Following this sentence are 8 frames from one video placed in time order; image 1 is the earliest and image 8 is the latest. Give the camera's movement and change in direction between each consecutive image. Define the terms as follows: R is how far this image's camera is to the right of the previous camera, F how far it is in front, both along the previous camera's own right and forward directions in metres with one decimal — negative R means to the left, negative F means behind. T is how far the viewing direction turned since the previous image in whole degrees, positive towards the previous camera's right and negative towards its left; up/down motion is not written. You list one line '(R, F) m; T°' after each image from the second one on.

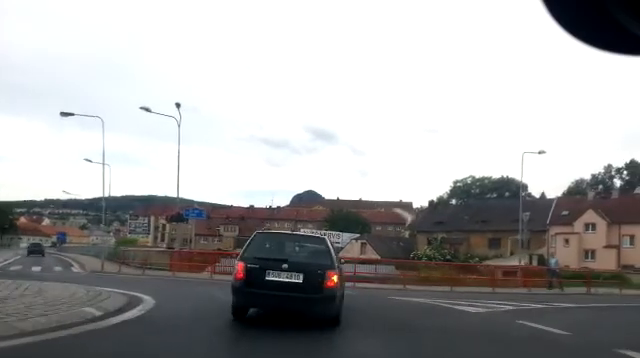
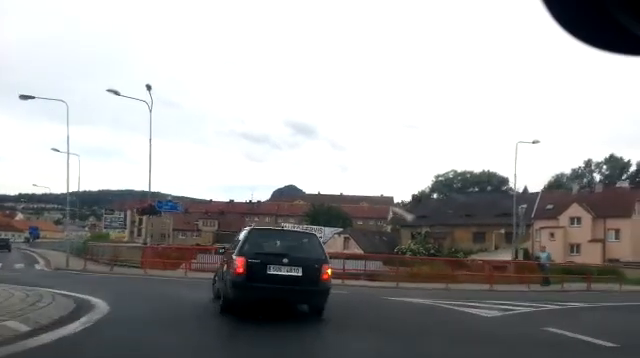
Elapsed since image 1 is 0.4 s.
(0.0, +1.3) m; +1°
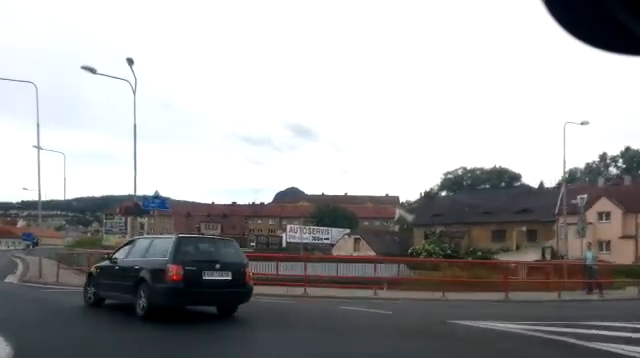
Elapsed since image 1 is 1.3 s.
(0.0, +3.1) m; -1°
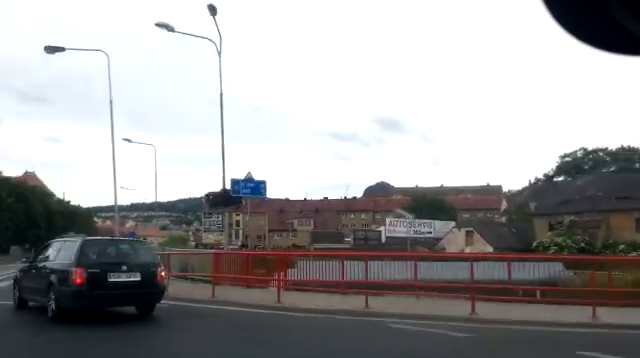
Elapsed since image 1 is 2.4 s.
(-0.1, +4.3) m; -6°
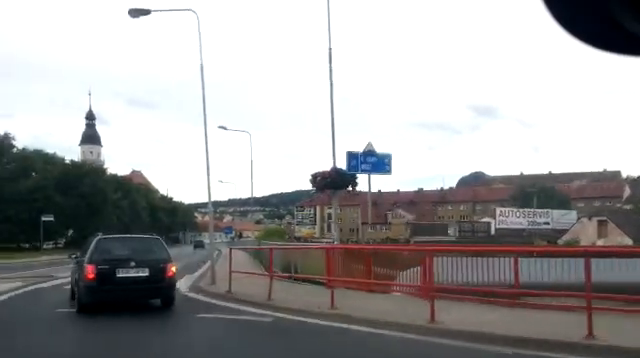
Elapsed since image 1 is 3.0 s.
(+0.1, +3.1) m; -7°
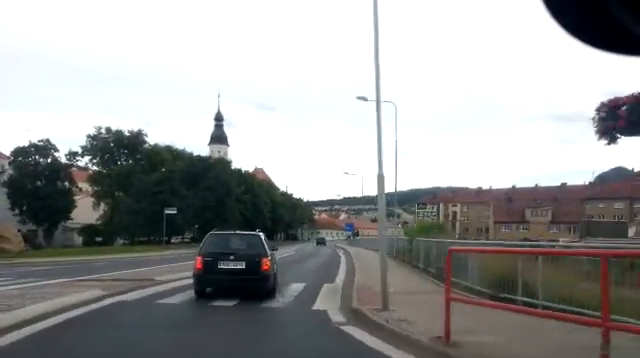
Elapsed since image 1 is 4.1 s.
(-0.8, +6.0) m; -9°
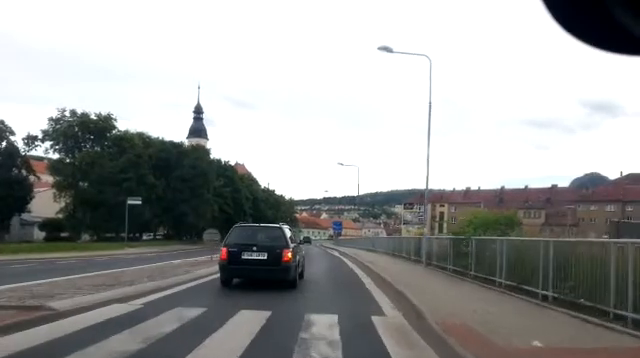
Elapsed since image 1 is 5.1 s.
(-0.1, +6.5) m; 0°
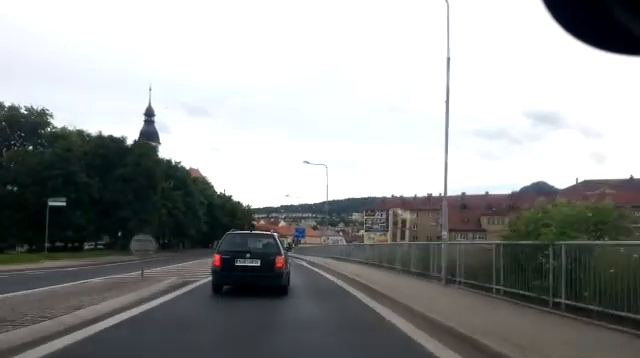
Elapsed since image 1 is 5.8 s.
(0.0, +5.7) m; +3°
